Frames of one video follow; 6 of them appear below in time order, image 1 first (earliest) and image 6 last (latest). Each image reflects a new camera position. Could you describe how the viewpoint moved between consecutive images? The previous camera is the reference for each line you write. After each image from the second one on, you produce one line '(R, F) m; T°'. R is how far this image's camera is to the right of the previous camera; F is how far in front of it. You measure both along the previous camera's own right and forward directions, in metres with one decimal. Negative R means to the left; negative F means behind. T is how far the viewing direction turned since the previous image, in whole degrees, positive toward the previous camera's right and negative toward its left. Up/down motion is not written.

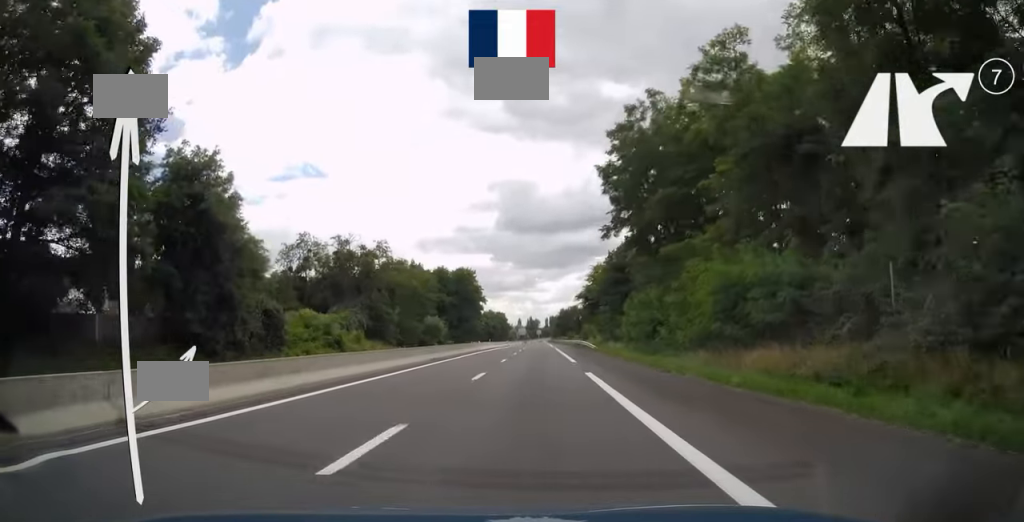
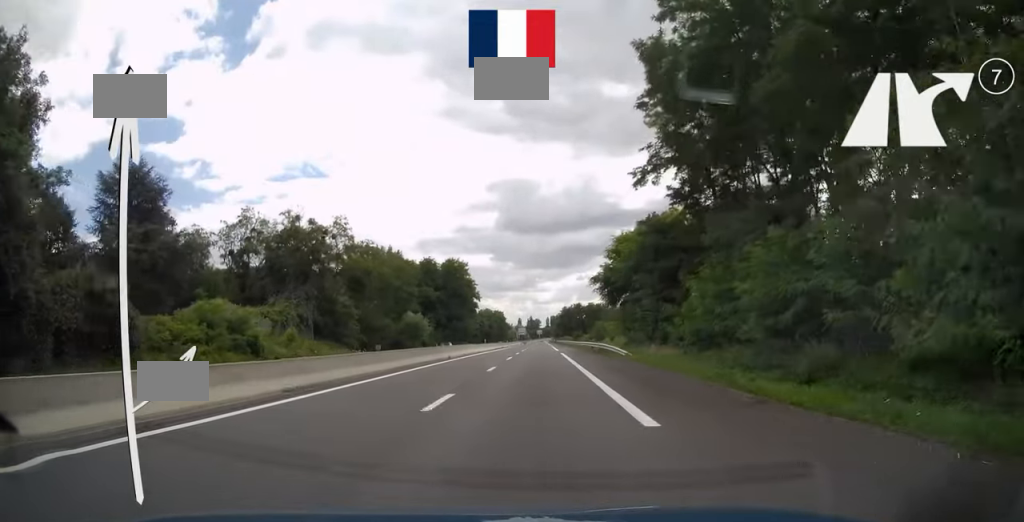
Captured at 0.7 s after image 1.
(0.0, +20.8) m; 0°
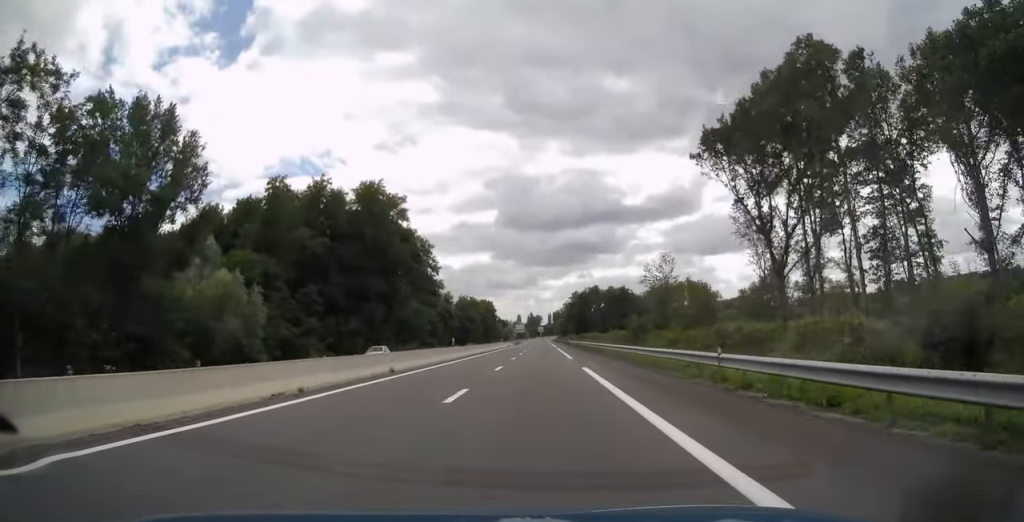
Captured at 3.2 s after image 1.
(0.0, +75.6) m; 0°
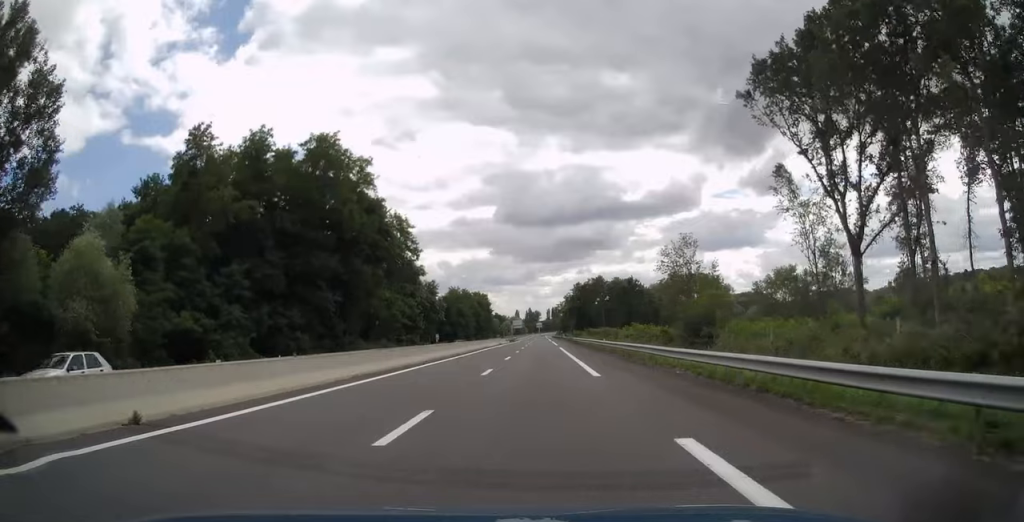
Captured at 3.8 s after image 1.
(0.0, +17.8) m; 0°
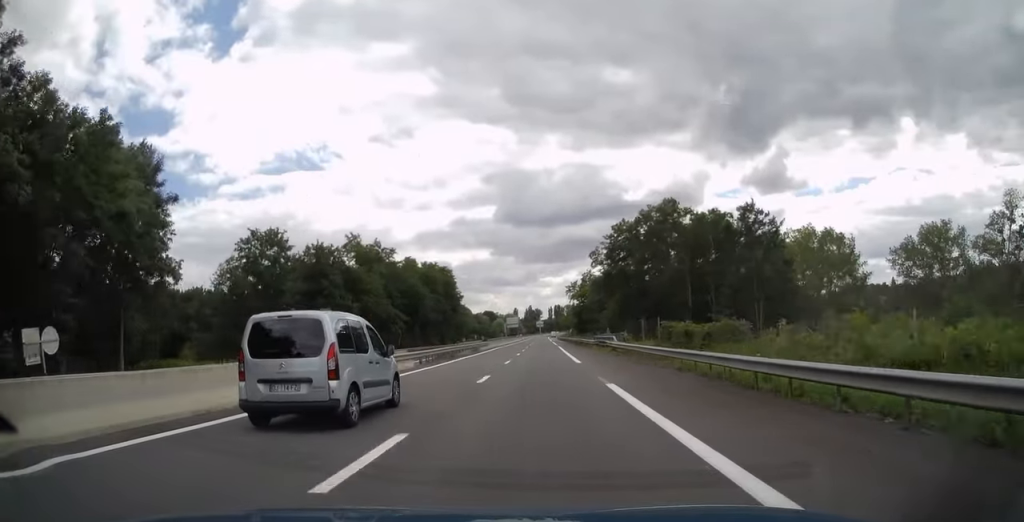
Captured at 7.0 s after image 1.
(0.0, +92.5) m; 0°
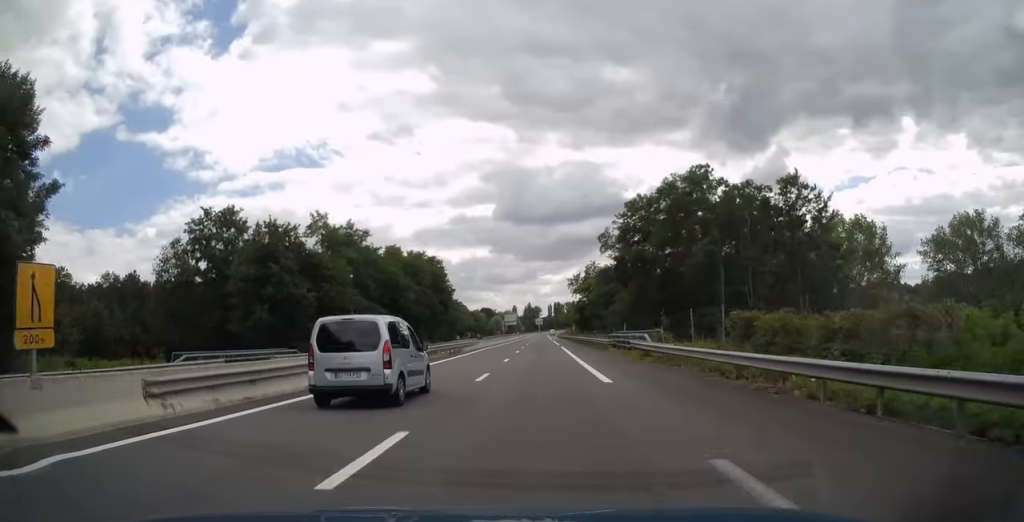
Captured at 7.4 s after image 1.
(0.0, +12.8) m; 0°
